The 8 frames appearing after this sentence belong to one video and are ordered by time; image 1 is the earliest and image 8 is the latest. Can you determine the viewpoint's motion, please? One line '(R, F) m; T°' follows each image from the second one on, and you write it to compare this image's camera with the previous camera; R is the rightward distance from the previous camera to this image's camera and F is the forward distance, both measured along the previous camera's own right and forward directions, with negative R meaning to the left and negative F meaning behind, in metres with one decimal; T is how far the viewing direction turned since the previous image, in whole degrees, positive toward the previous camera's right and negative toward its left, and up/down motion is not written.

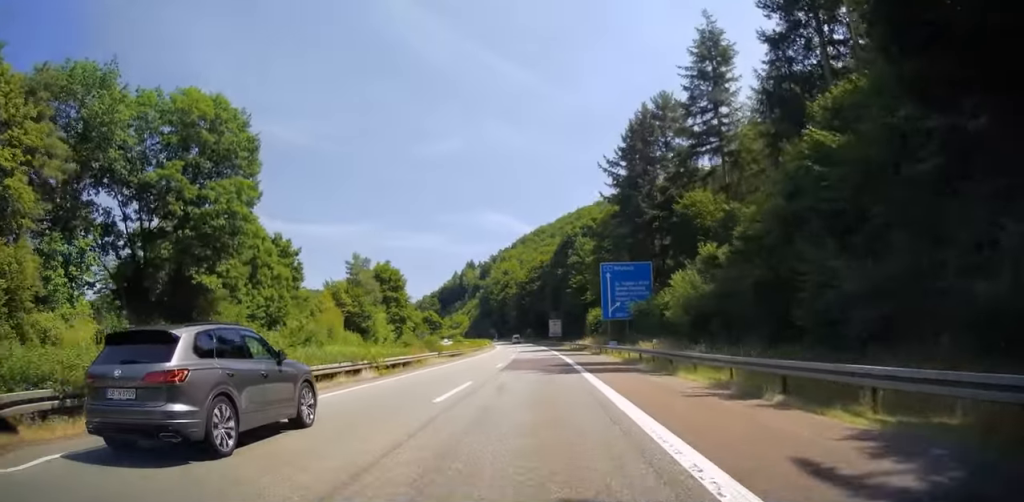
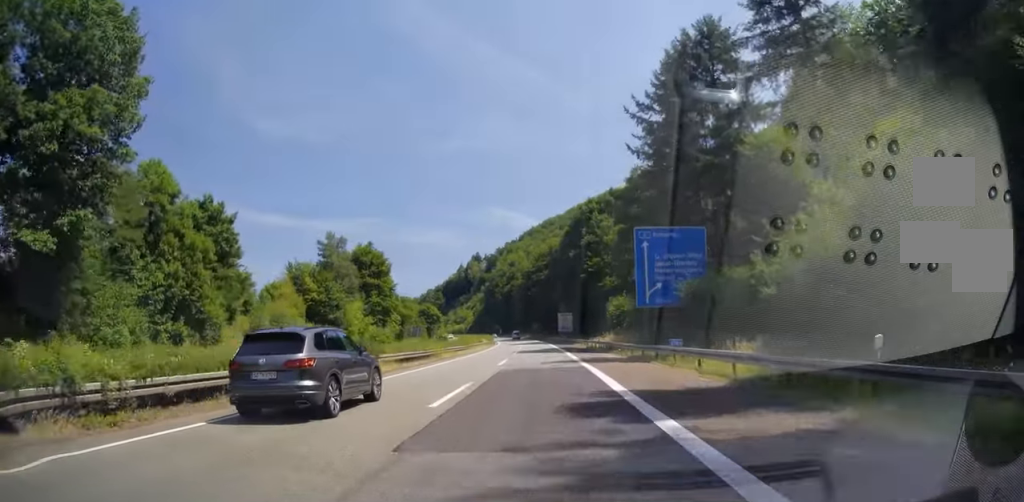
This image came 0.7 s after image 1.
(-0.3, +19.5) m; -1°
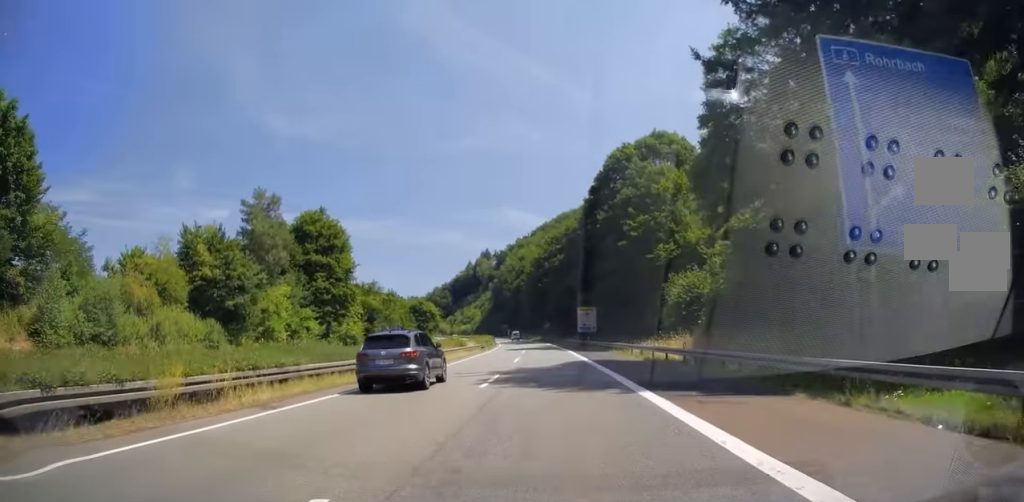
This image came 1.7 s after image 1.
(-0.2, +31.3) m; -1°
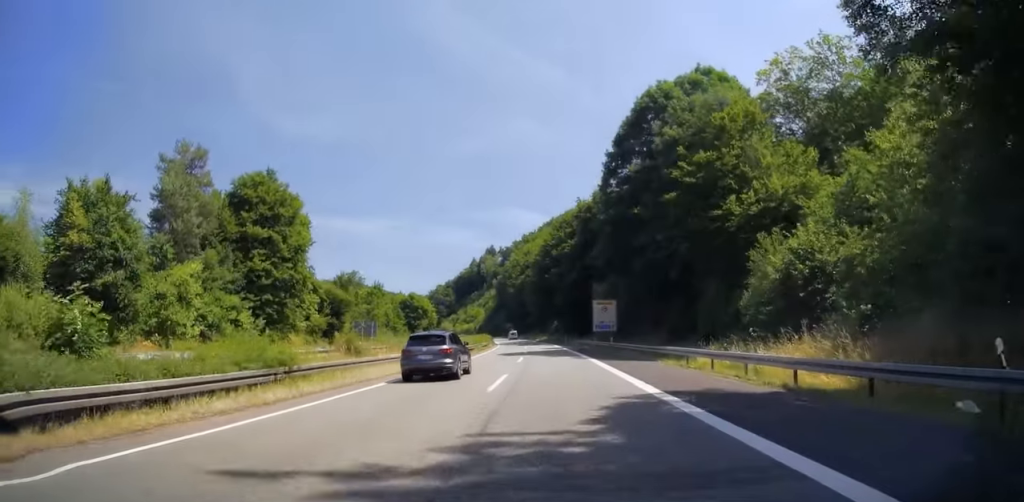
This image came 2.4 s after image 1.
(-0.1, +19.1) m; 0°
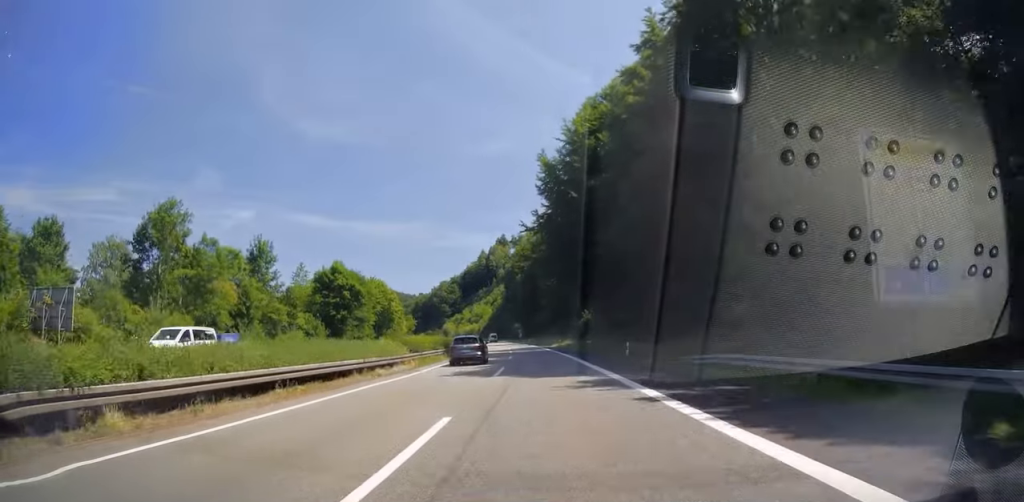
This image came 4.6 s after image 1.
(-0.7, +65.5) m; -2°
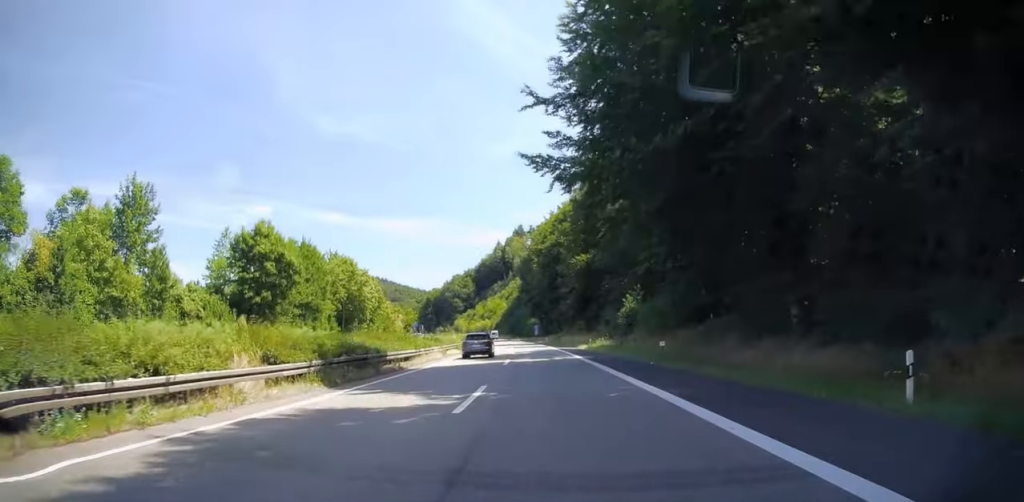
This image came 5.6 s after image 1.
(-0.4, +29.8) m; -1°
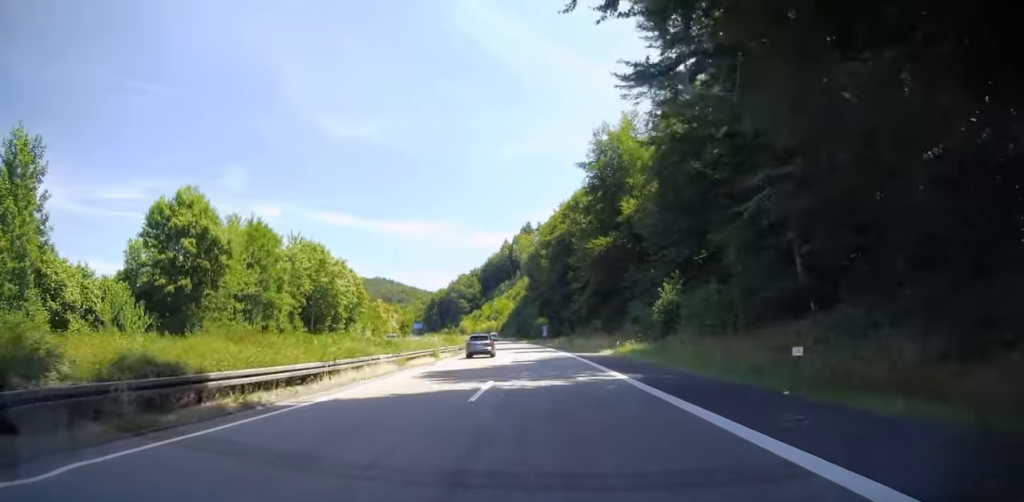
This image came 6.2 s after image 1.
(0.0, +15.7) m; -1°
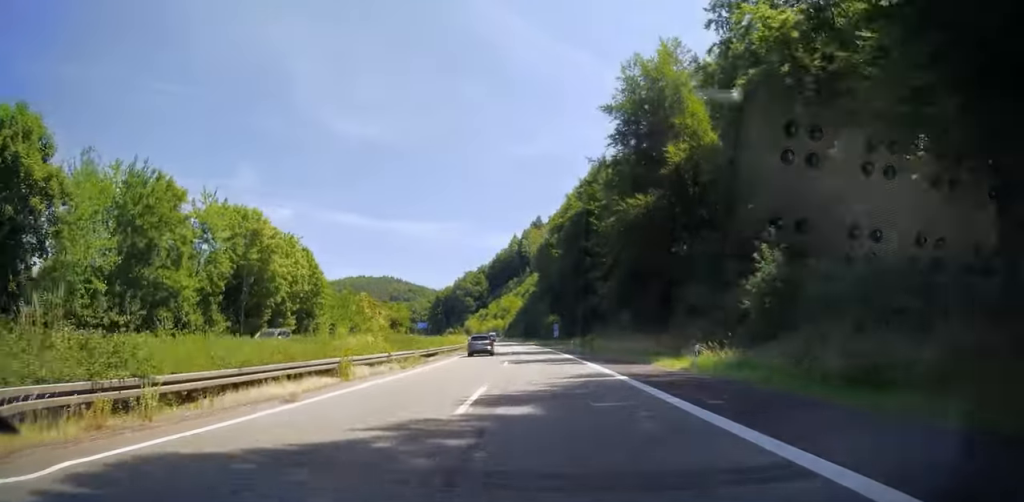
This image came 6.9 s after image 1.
(-0.2, +20.5) m; -1°
